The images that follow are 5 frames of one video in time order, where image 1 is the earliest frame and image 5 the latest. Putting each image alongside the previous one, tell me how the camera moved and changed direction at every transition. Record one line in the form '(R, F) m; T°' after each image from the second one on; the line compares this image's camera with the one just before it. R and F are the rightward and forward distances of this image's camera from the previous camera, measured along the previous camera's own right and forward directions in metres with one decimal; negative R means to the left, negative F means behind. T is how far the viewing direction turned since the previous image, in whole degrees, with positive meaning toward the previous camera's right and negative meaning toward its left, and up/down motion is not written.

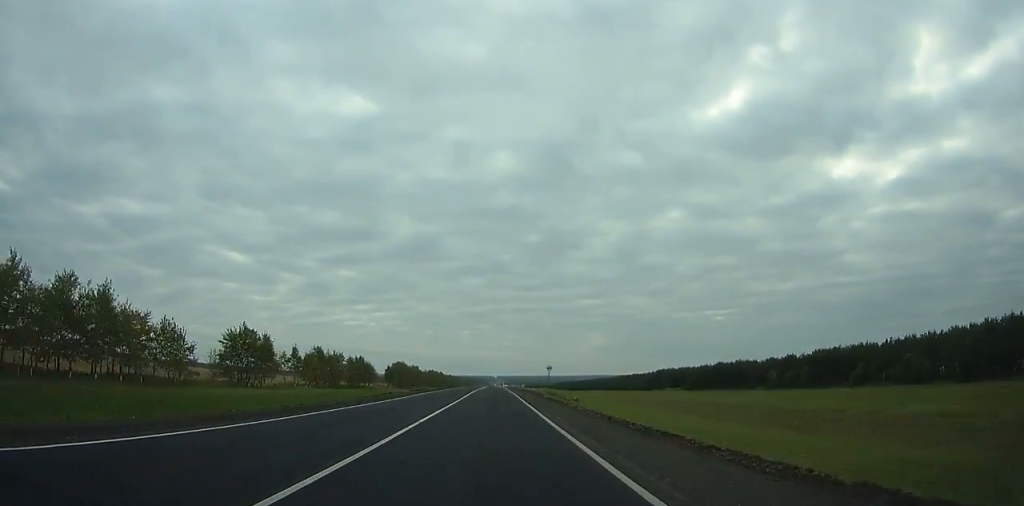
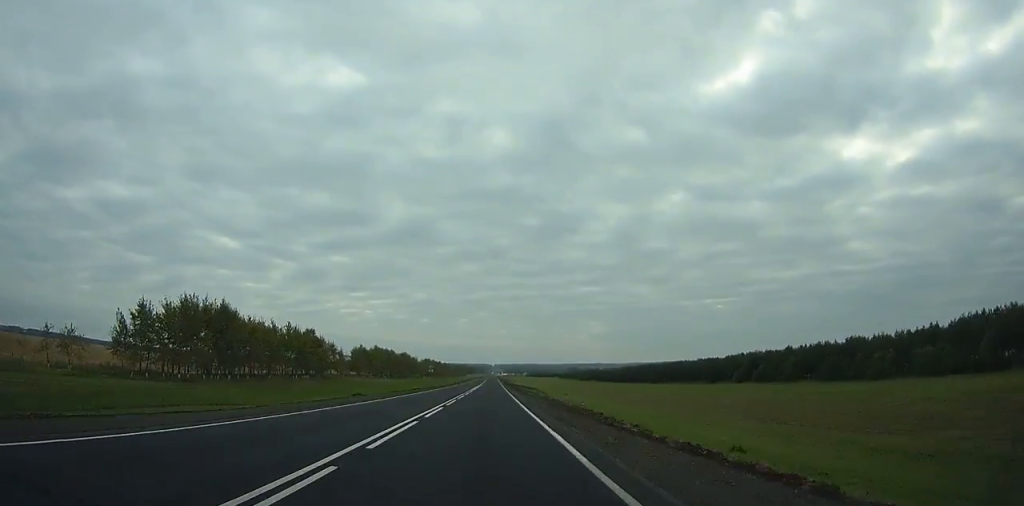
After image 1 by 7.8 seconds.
(-8.9, +214.5) m; +1°
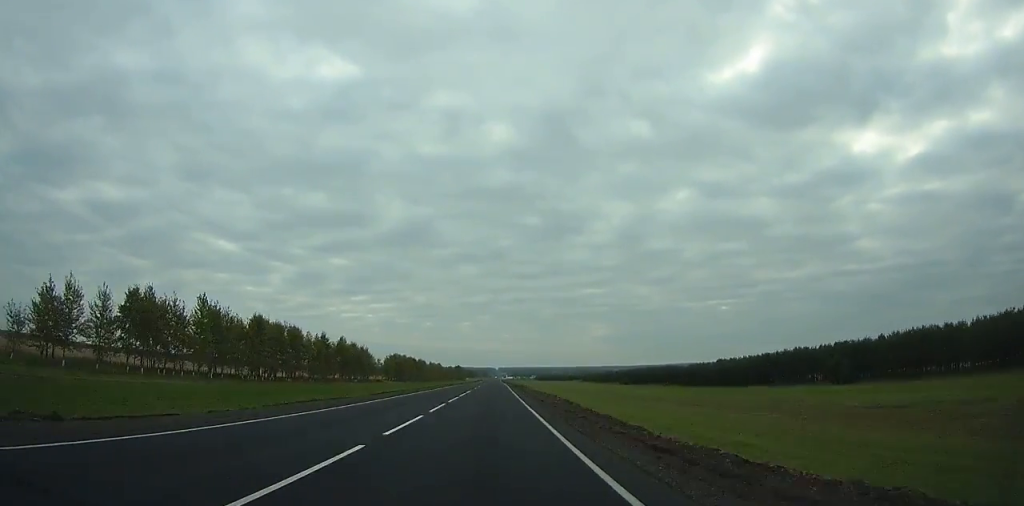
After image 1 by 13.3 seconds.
(+9.0, +126.6) m; 0°
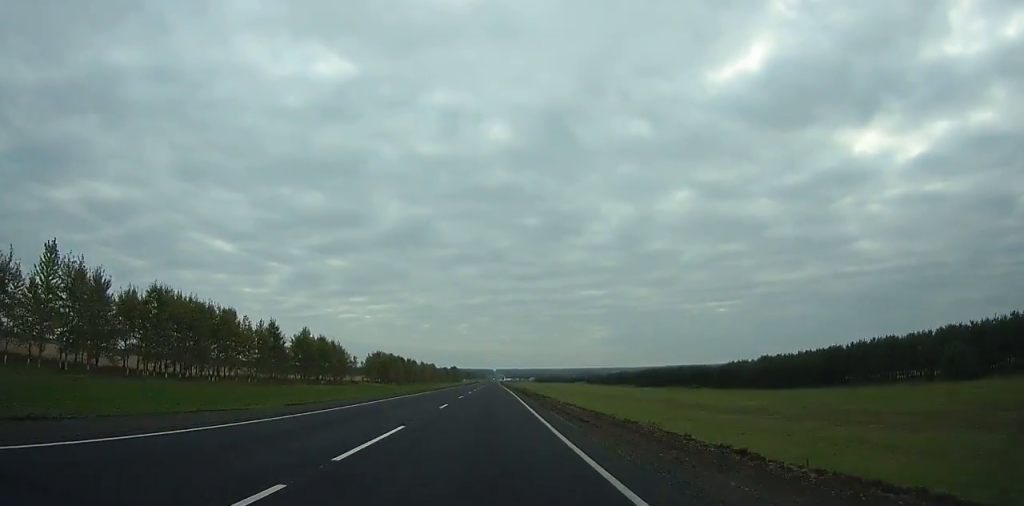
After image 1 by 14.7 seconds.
(-0.5, +33.7) m; -1°
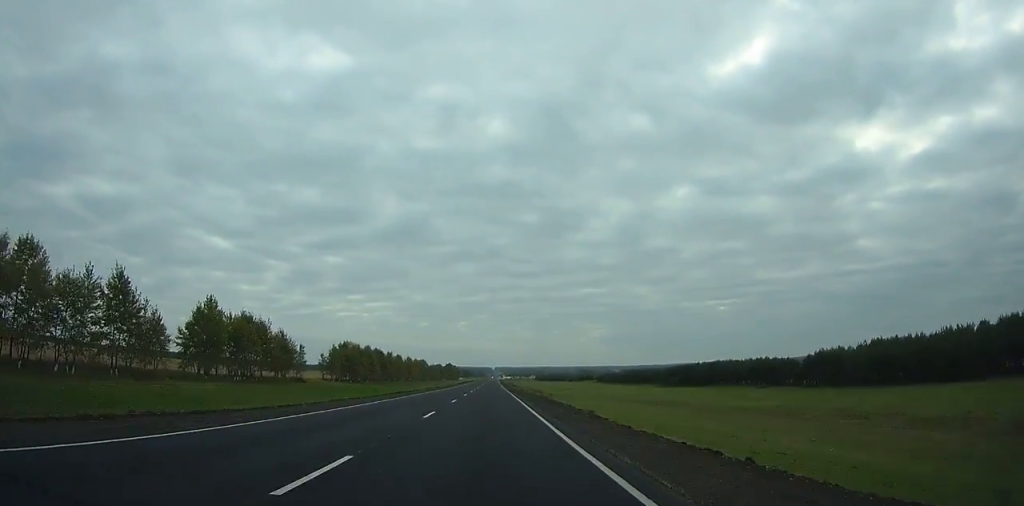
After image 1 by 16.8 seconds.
(0.0, +51.1) m; 0°
